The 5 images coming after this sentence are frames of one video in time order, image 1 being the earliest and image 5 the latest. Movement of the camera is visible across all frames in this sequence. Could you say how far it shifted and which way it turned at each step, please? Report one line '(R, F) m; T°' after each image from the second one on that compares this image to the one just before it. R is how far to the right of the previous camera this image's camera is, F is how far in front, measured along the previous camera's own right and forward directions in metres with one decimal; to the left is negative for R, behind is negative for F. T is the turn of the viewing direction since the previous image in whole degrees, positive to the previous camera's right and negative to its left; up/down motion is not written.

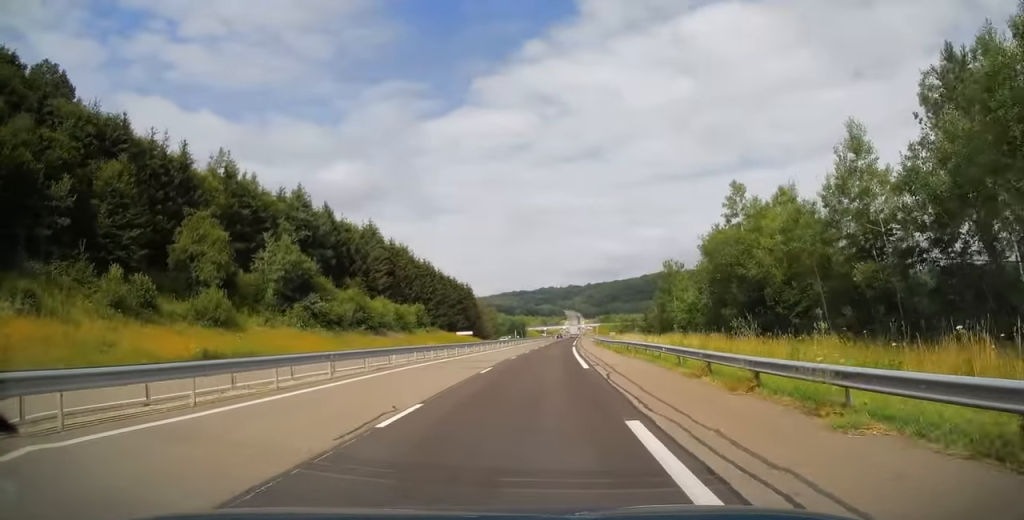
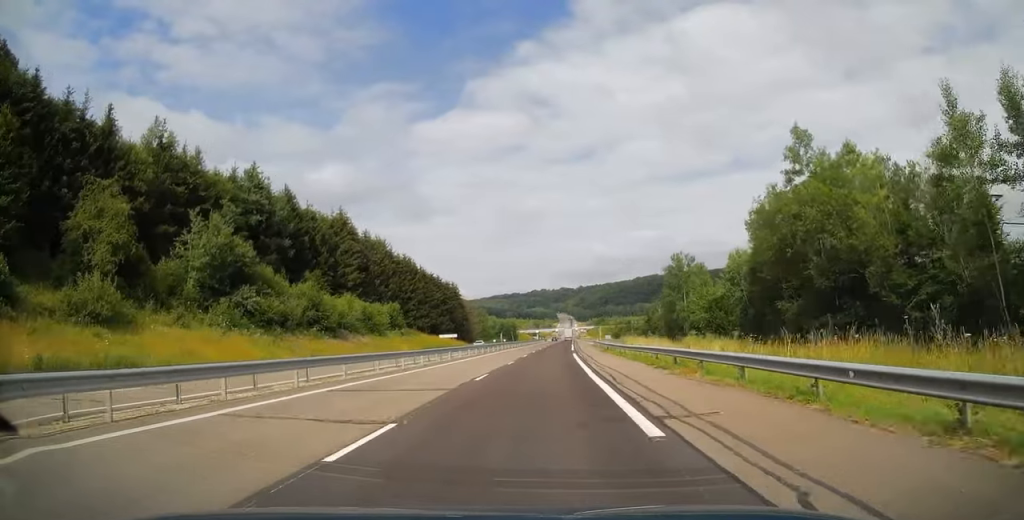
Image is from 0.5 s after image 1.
(+0.1, +14.6) m; +1°
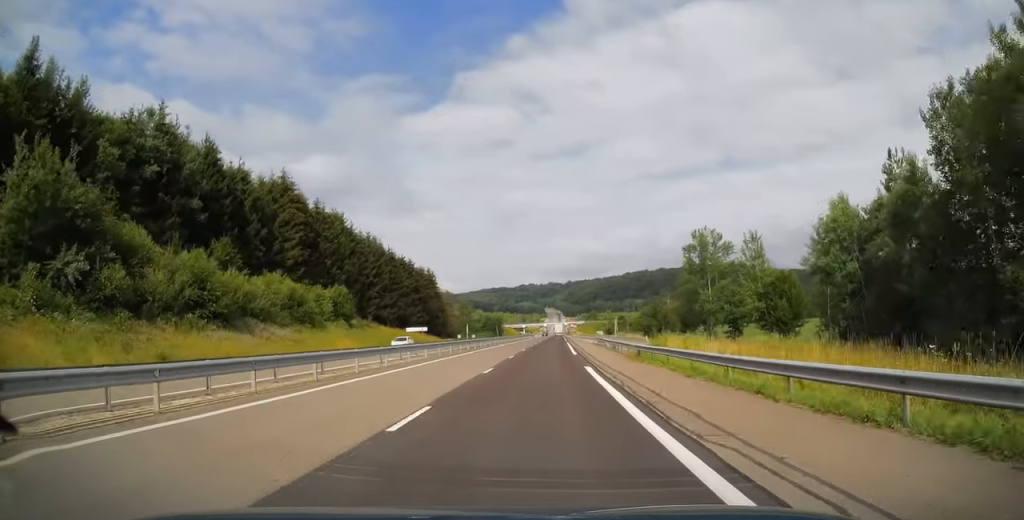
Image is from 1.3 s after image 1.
(+0.3, +22.5) m; +1°
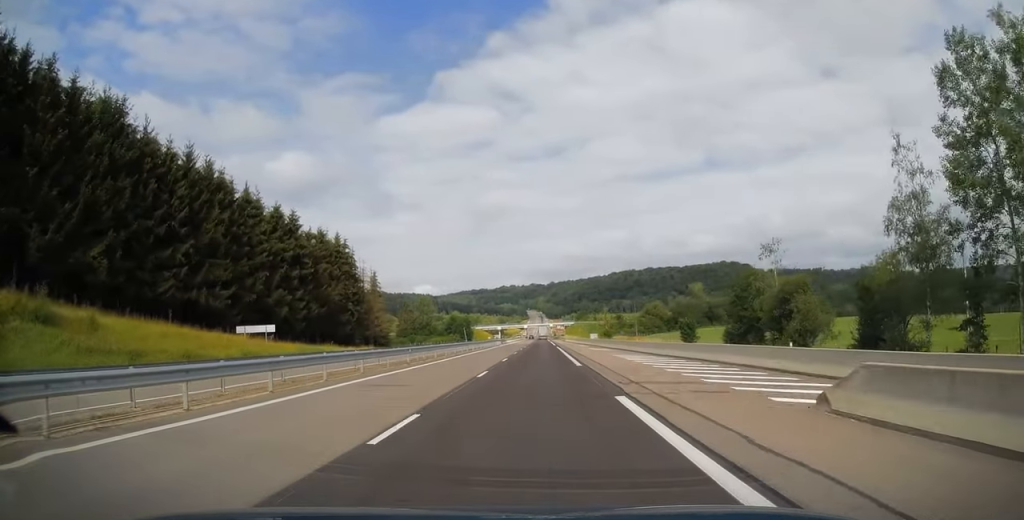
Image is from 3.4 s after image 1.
(+1.1, +62.5) m; +1°
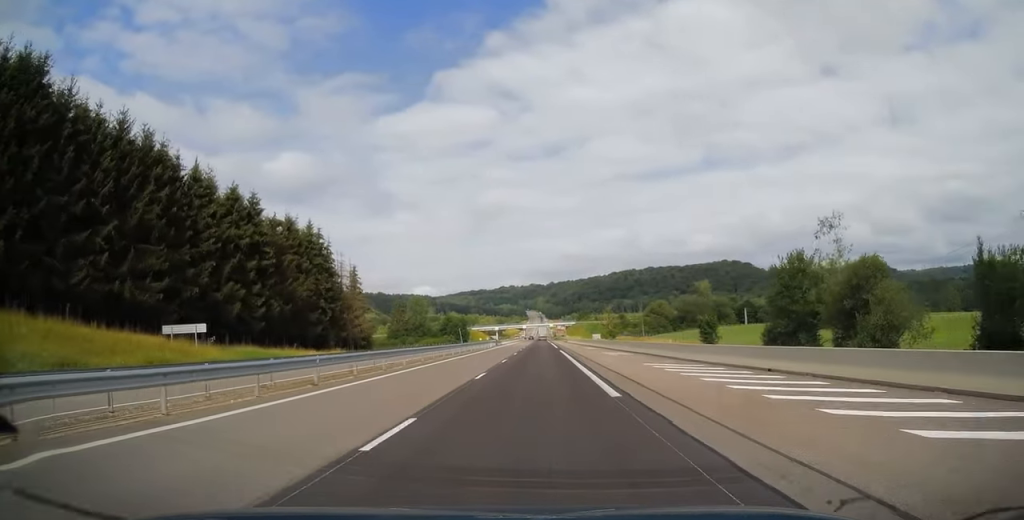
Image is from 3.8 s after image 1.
(+0.1, +12.6) m; 0°
